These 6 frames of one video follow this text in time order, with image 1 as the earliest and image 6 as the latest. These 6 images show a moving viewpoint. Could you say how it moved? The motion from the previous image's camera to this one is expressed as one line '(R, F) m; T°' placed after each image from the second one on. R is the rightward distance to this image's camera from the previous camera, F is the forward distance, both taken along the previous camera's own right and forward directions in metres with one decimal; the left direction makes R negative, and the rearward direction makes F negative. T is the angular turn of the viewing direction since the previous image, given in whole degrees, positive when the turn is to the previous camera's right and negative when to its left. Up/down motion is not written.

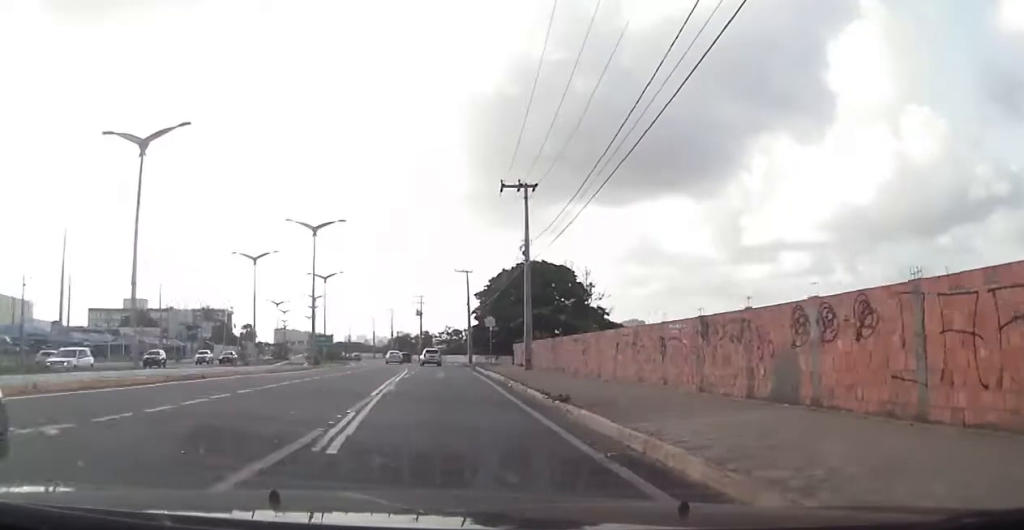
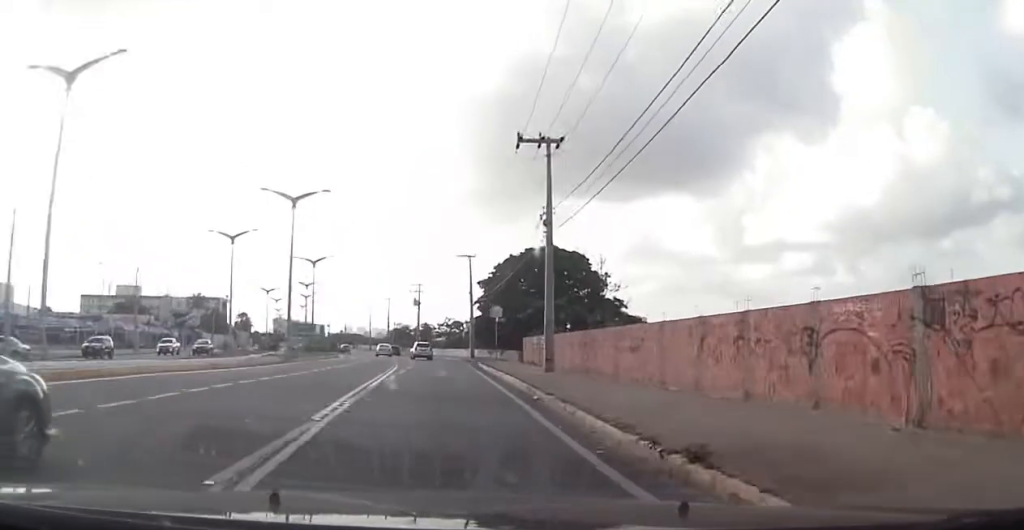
(-0.2, +7.6) m; 0°
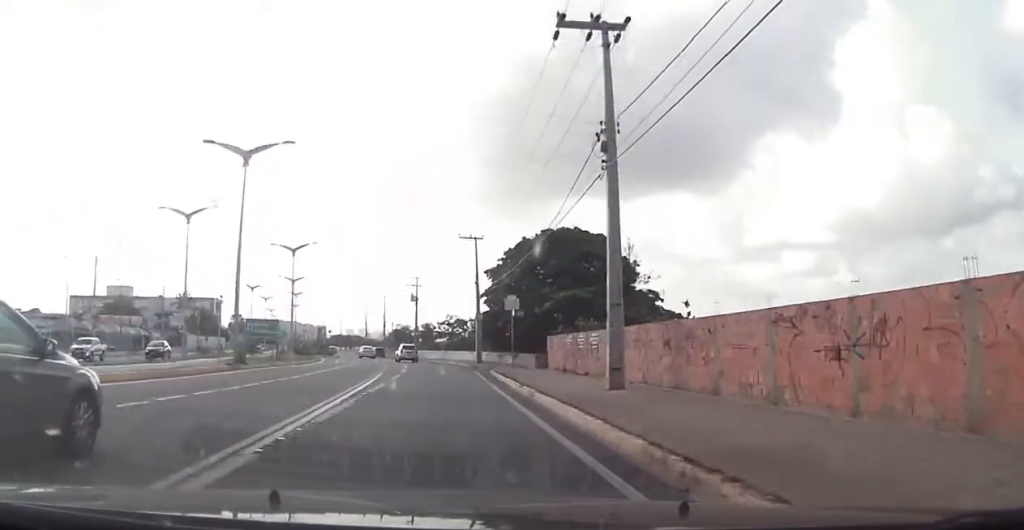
(-0.3, +11.2) m; 0°
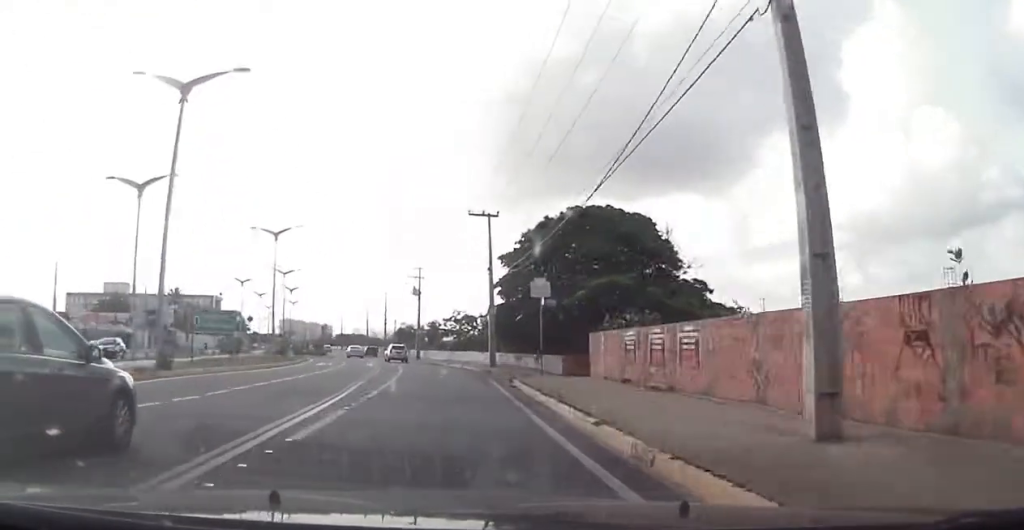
(+0.3, +9.5) m; +1°
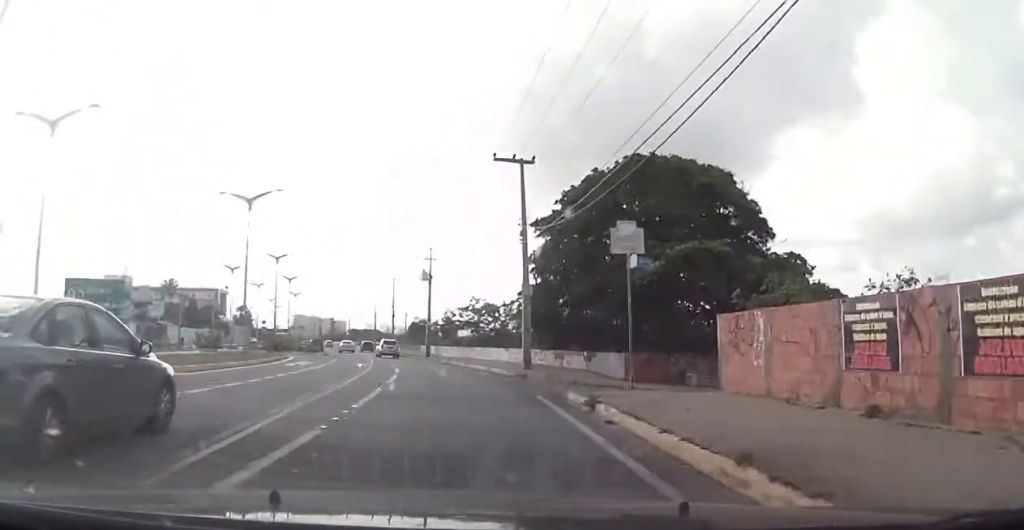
(+0.1, +12.0) m; -1°
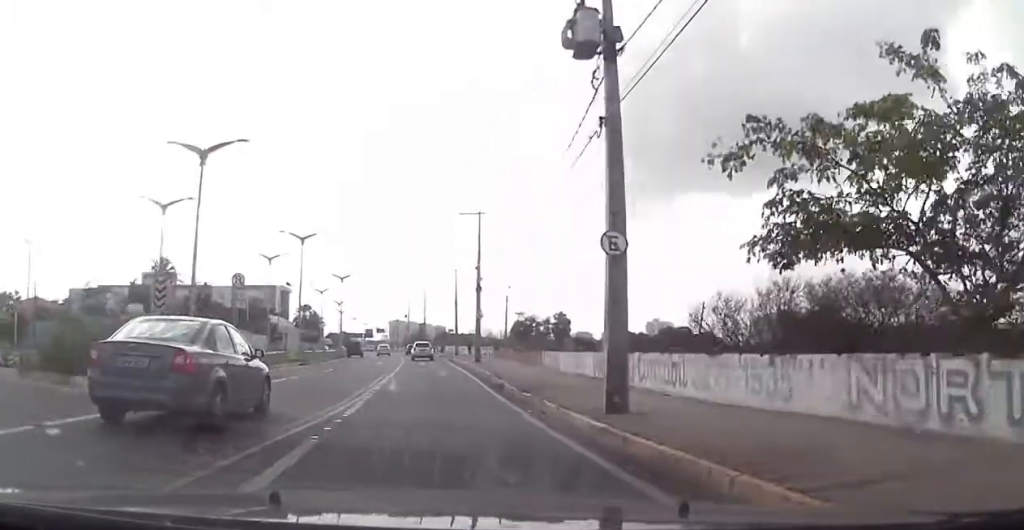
(-3.9, +47.6) m; -9°
